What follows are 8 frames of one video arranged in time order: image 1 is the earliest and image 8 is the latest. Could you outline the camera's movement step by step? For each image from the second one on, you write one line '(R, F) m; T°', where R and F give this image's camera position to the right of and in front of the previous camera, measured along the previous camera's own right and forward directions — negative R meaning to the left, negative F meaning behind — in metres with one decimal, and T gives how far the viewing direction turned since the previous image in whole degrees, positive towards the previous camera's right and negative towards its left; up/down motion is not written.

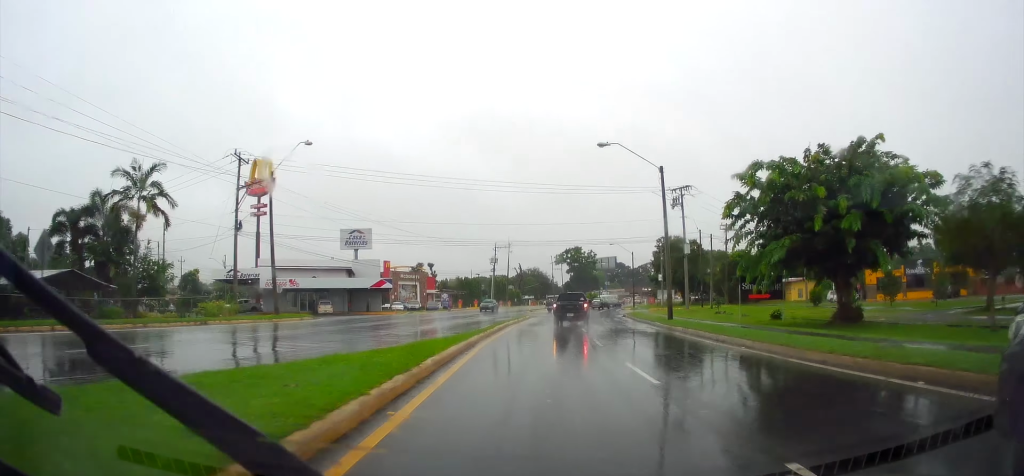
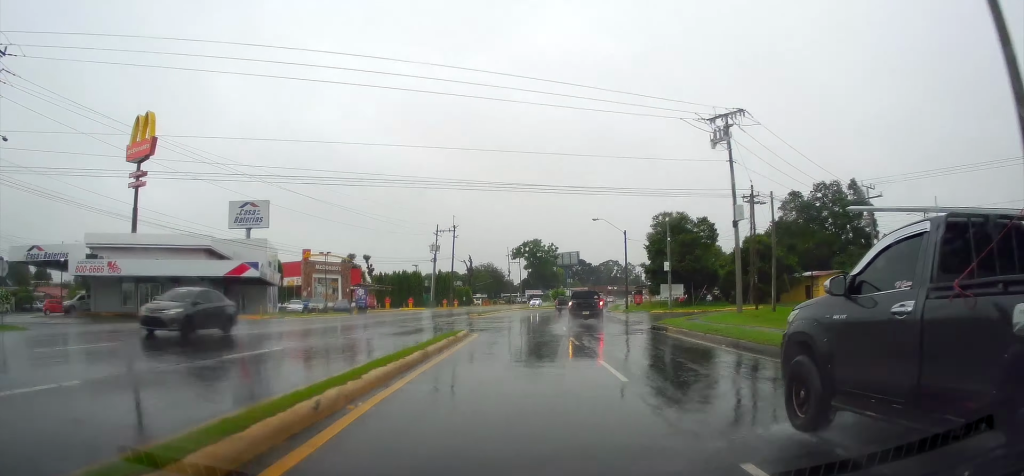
(+0.6, +24.3) m; +3°
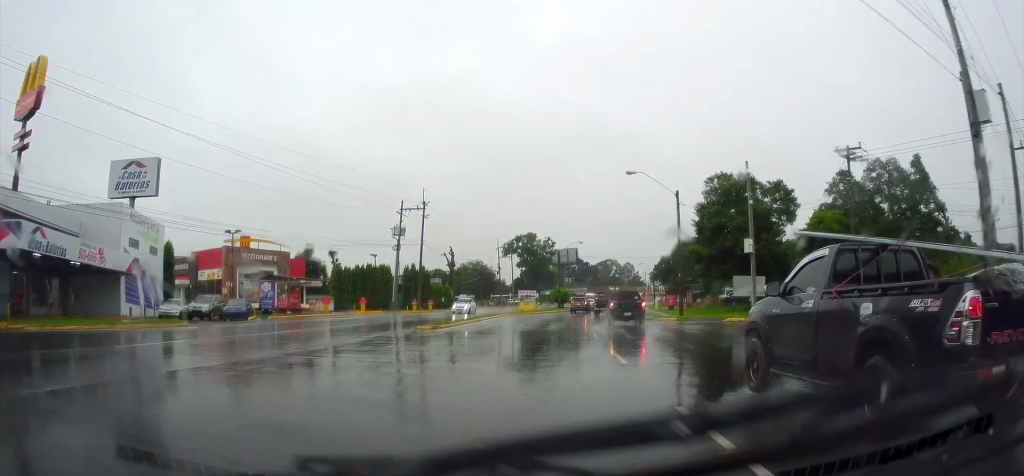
(+0.6, +22.0) m; +3°
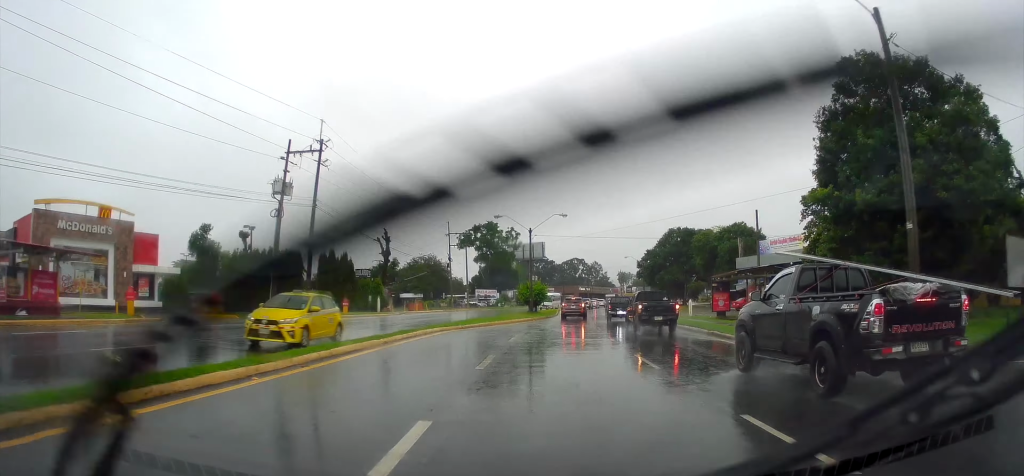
(+0.7, +24.5) m; +2°
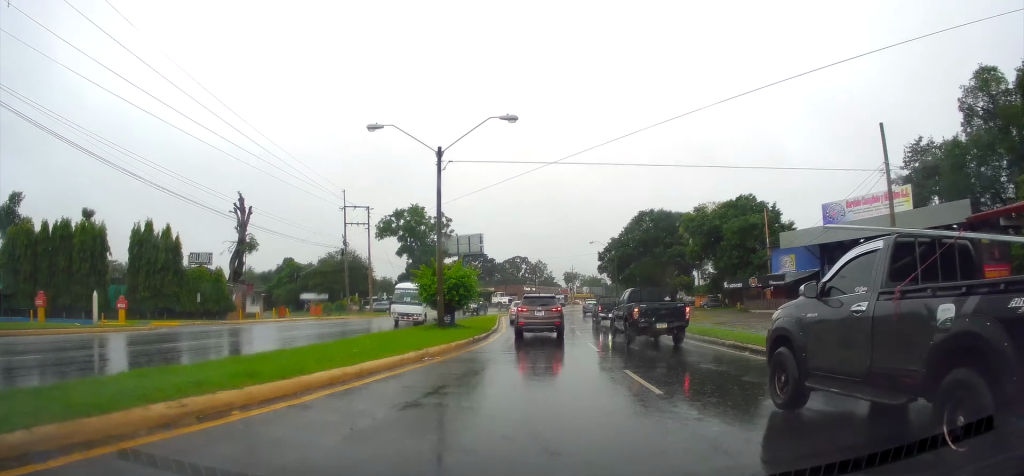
(+0.9, +26.7) m; +4°
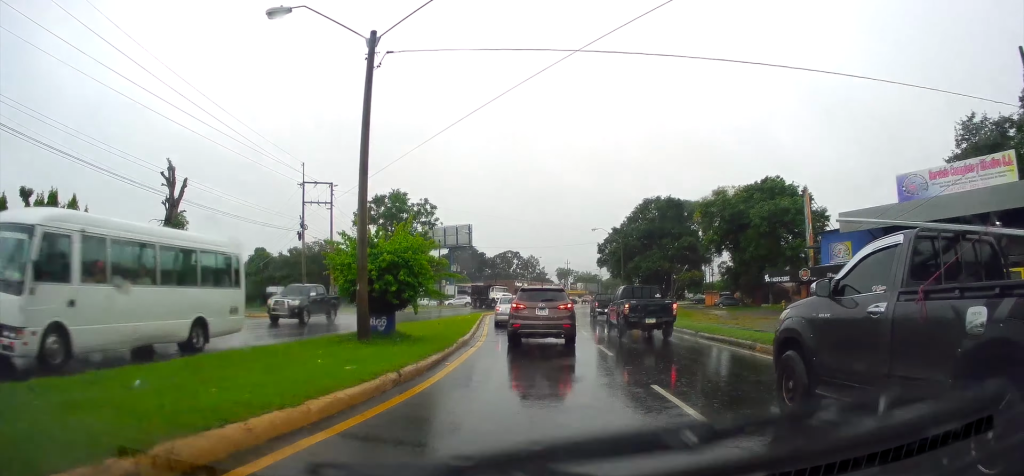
(+0.1, +12.1) m; +3°
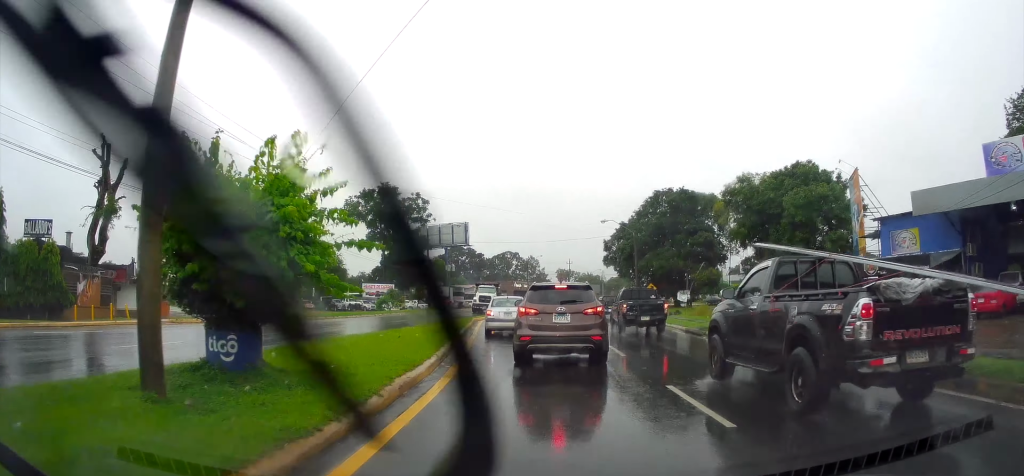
(+0.3, +8.6) m; +3°
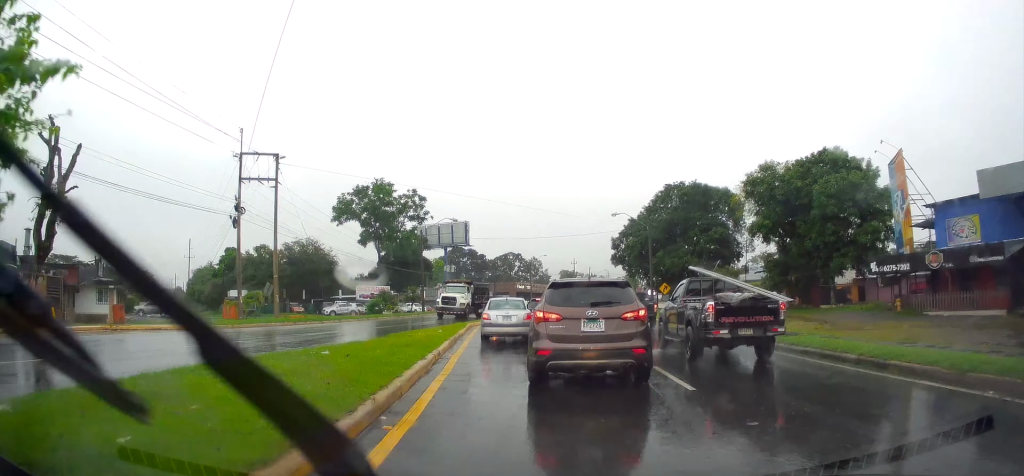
(+0.2, +6.4) m; +1°
